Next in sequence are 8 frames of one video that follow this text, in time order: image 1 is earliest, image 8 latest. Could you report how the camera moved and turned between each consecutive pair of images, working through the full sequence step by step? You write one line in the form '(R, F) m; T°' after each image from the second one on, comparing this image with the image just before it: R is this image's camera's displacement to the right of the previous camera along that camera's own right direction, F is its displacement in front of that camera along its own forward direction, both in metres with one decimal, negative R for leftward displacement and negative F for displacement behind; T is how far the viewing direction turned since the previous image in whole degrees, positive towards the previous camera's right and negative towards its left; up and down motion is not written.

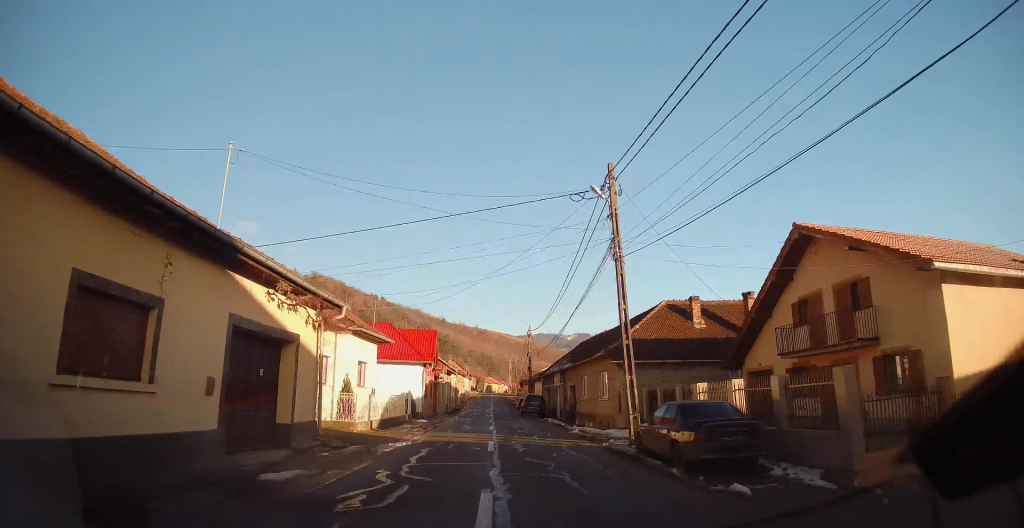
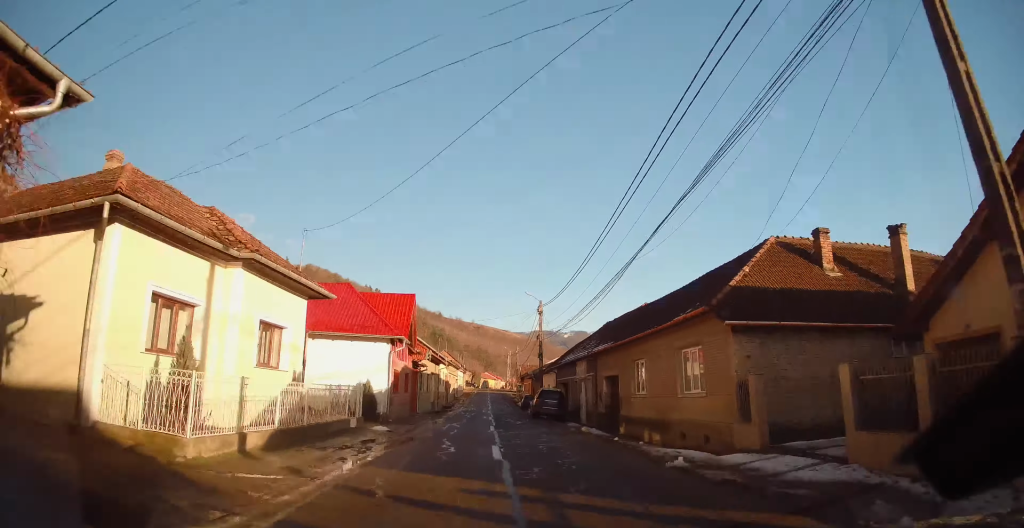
(+0.2, +11.9) m; +1°
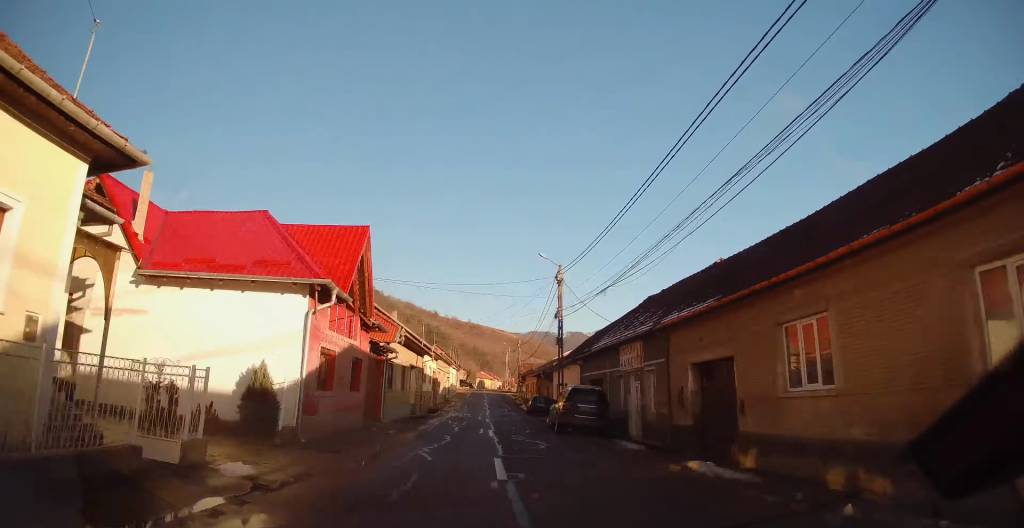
(0.0, +11.2) m; 0°
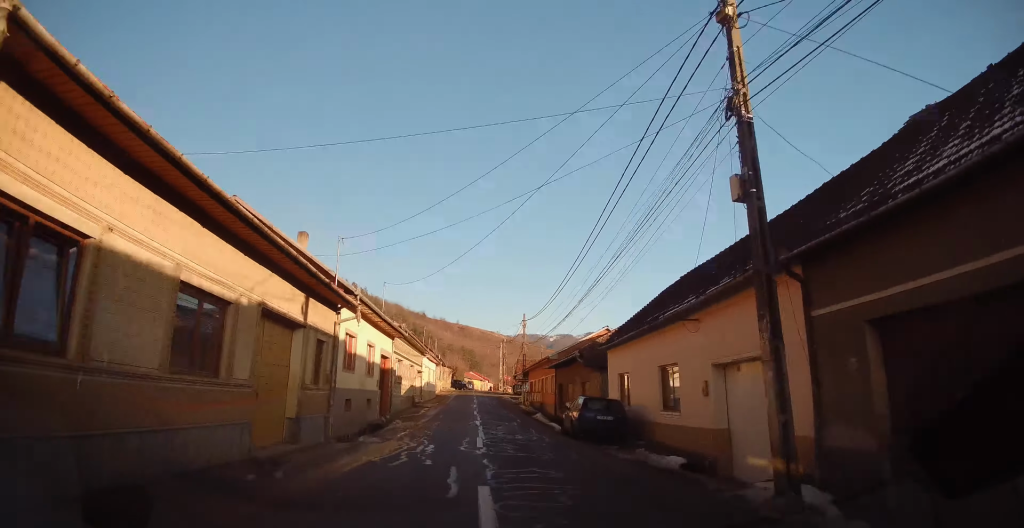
(0.0, +21.5) m; 0°
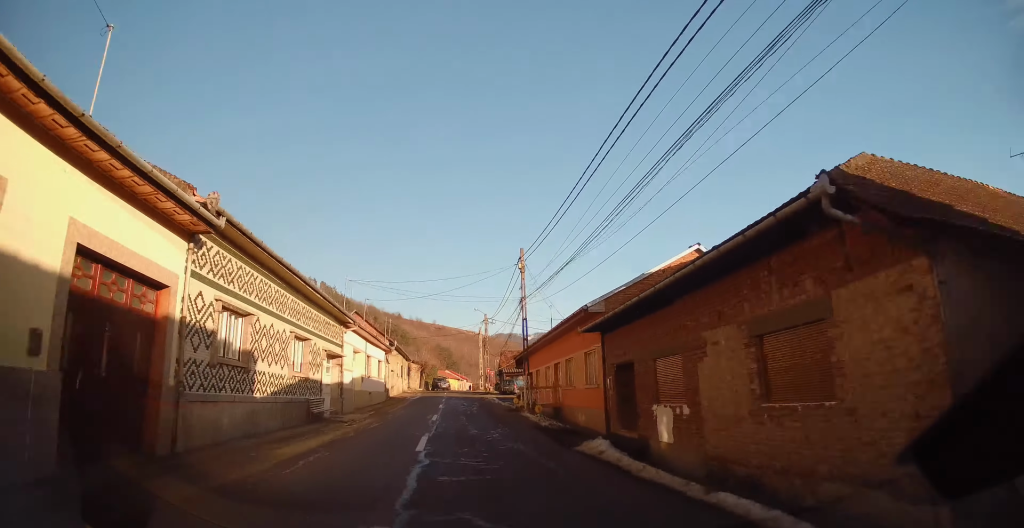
(+0.1, +20.2) m; +1°
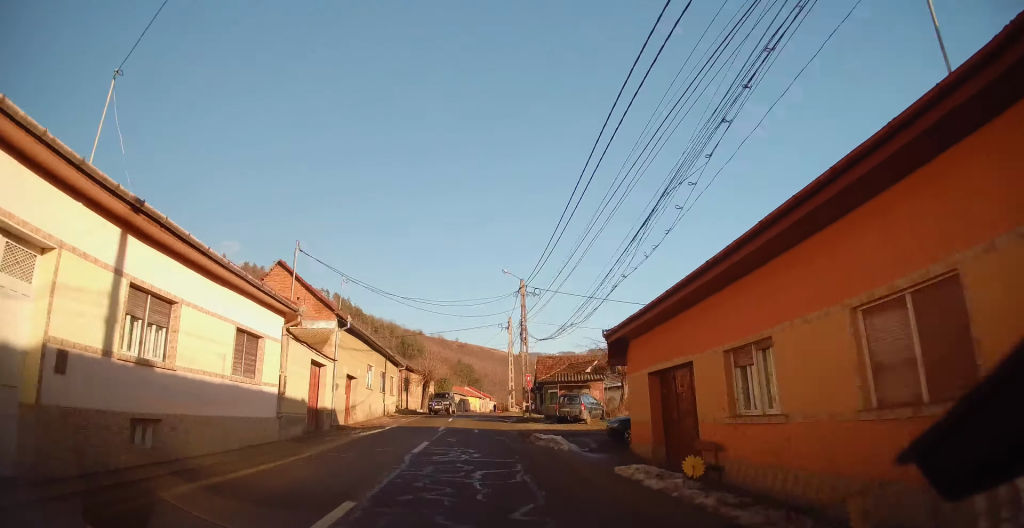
(0.0, +25.9) m; -2°
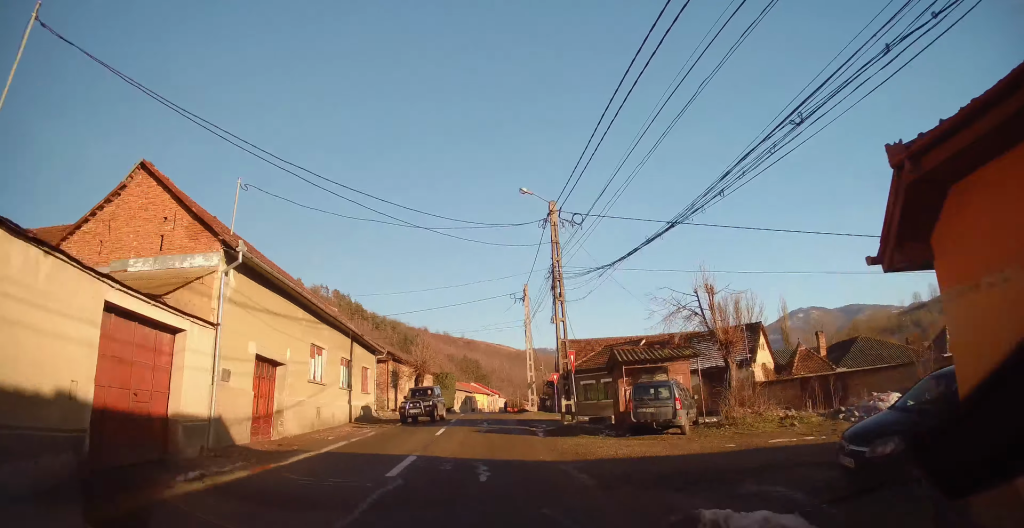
(-0.4, +12.8) m; 0°
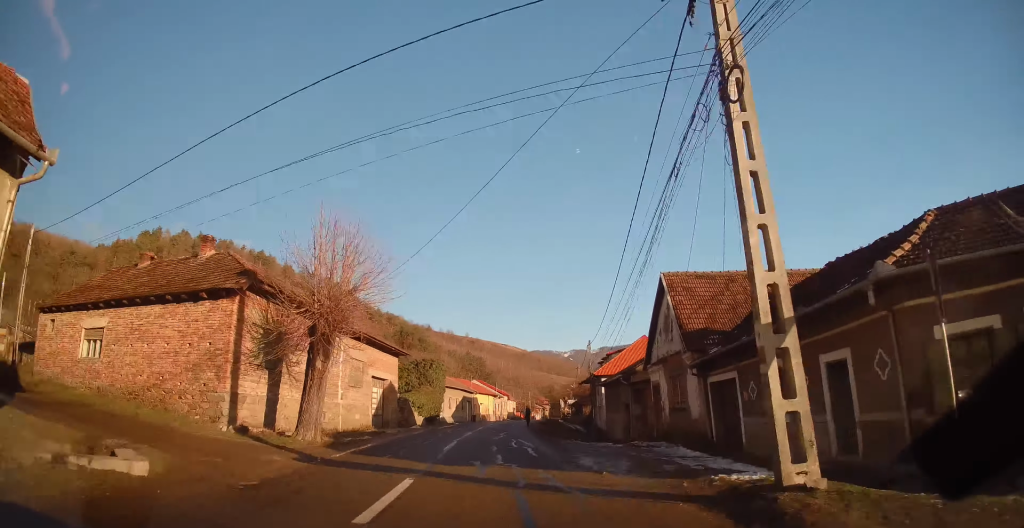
(+0.2, +29.6) m; 0°
